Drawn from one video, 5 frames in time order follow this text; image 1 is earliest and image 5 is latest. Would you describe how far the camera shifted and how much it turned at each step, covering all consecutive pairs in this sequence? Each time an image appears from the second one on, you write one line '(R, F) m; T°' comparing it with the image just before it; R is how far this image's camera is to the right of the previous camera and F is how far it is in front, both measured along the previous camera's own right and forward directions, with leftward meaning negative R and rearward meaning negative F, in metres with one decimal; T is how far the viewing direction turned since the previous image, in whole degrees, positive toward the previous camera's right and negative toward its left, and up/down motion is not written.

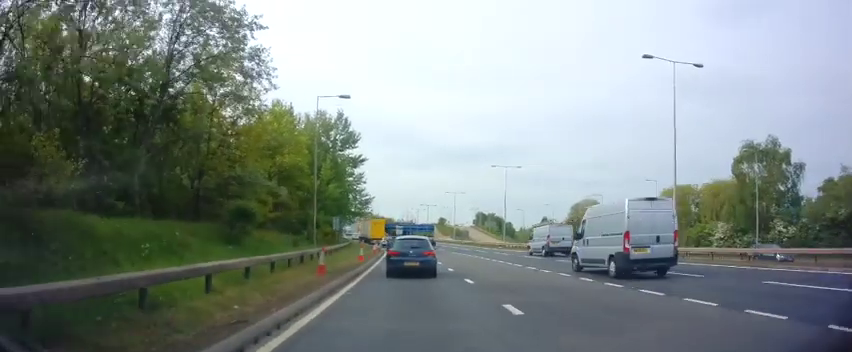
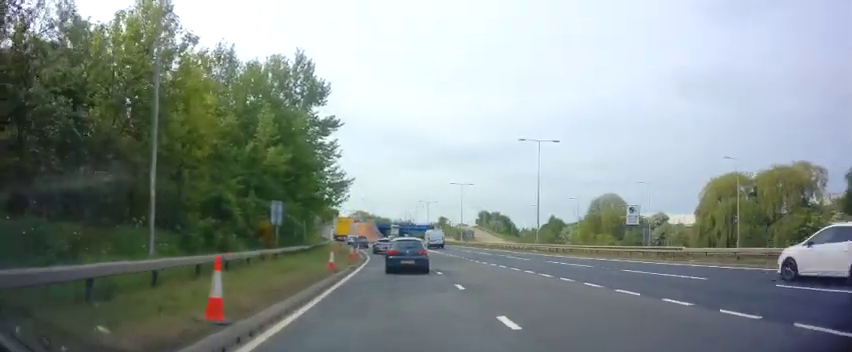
(+0.3, +18.9) m; +1°
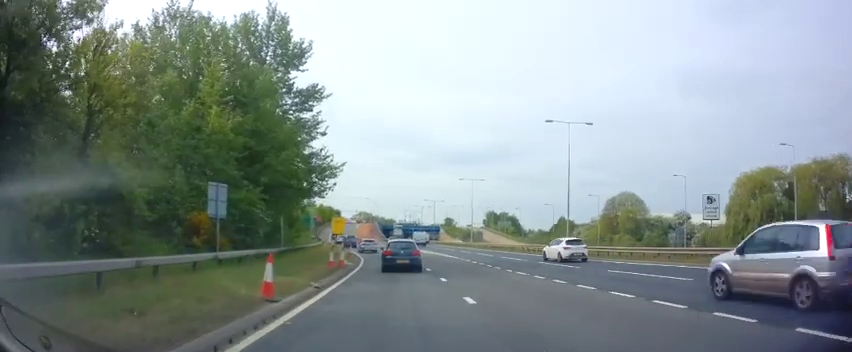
(+0.1, +8.2) m; -2°
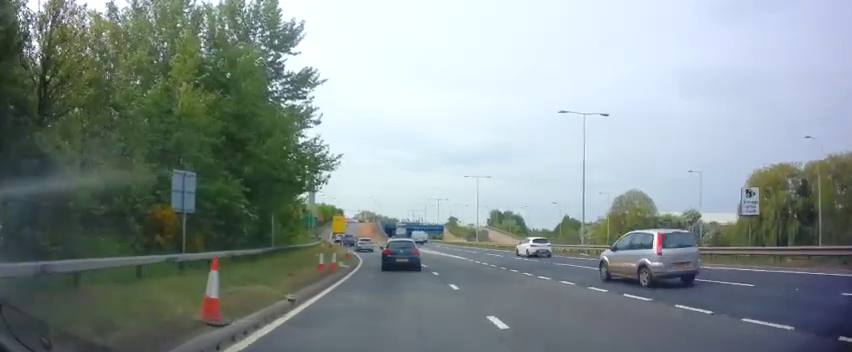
(-0.1, +3.0) m; 0°
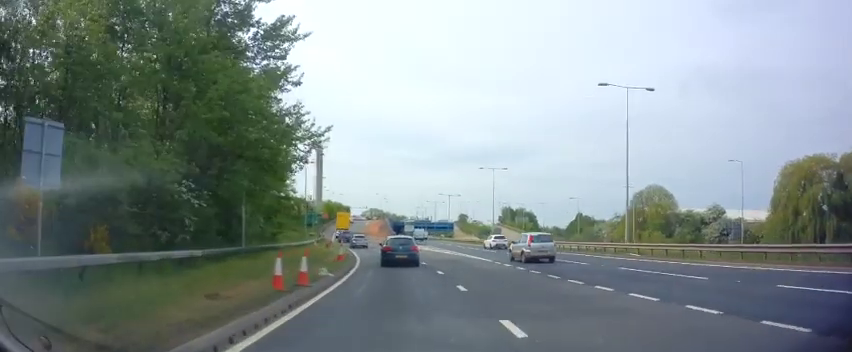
(-0.1, +6.7) m; 0°
